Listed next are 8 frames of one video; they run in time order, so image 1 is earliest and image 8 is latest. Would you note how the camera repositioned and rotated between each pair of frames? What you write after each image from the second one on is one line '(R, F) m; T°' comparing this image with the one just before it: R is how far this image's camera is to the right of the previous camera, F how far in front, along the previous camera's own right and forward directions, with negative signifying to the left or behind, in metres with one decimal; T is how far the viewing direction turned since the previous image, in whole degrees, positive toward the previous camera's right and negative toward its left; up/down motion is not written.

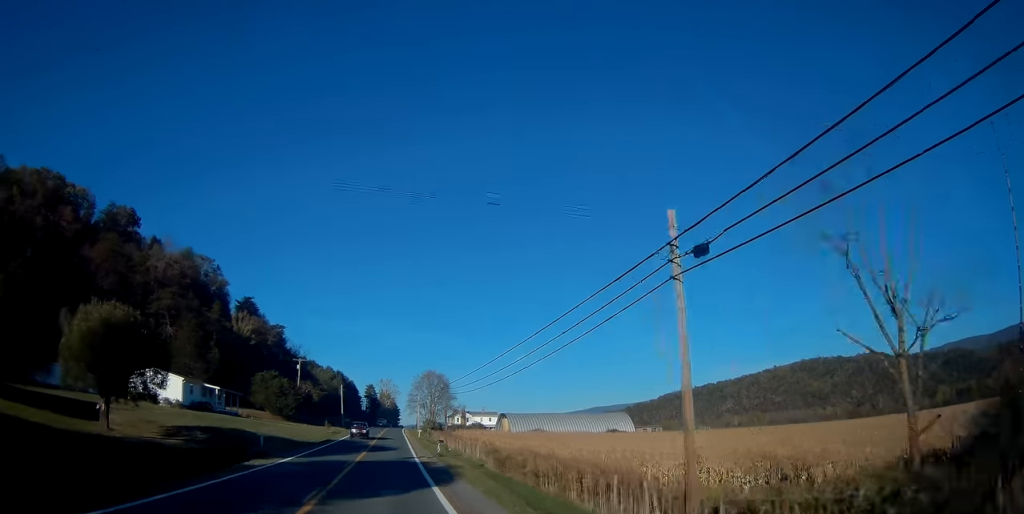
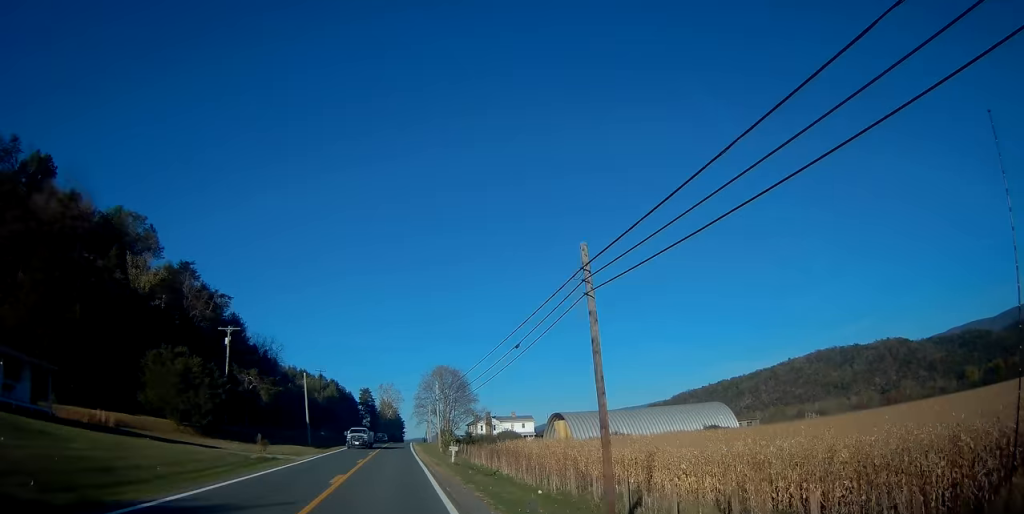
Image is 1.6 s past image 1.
(+0.2, +42.8) m; 0°
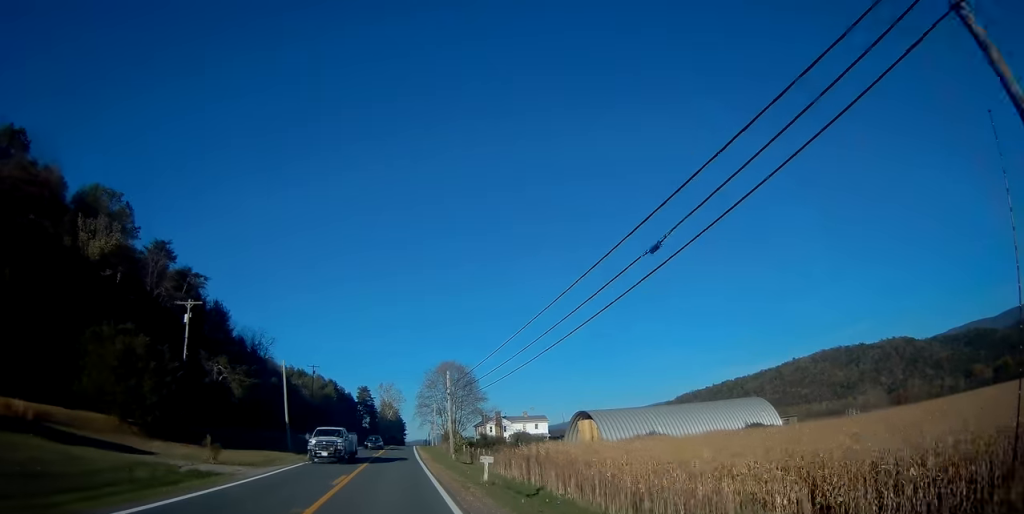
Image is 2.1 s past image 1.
(-0.1, +12.3) m; 0°
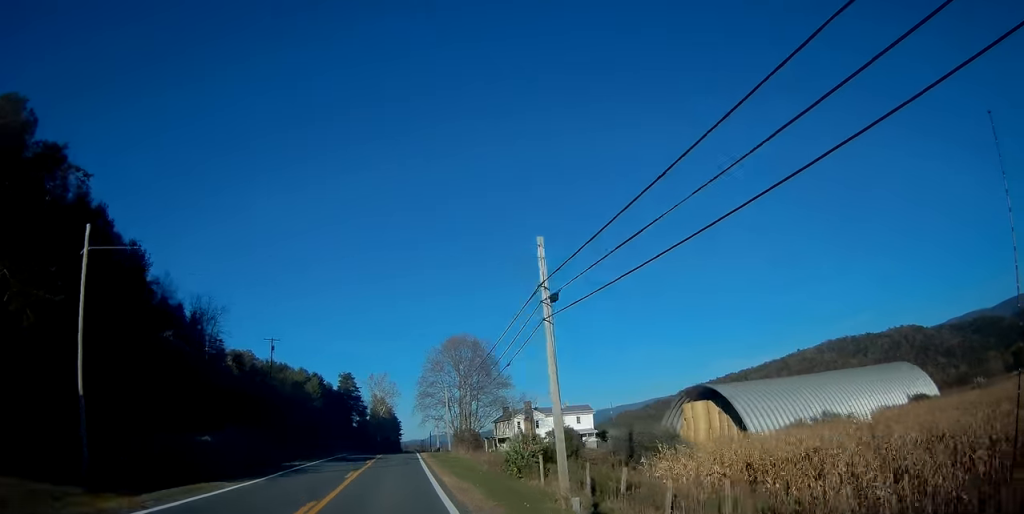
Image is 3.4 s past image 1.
(-0.1, +33.8) m; 0°
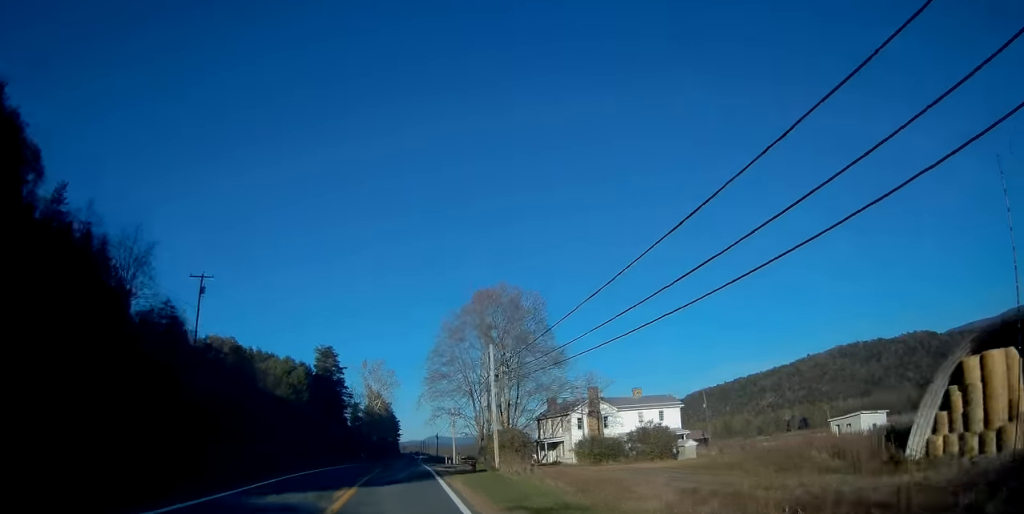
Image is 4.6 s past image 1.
(+0.3, +30.9) m; 0°
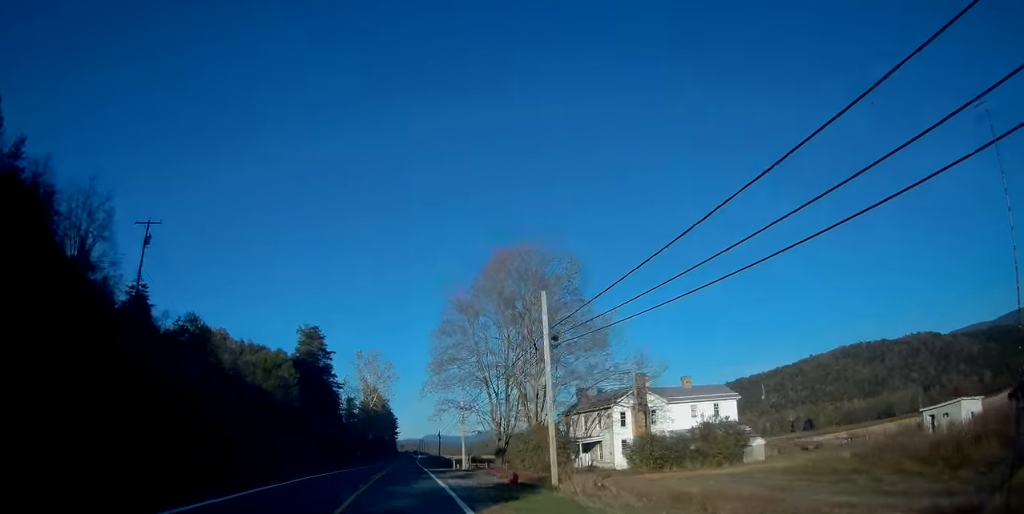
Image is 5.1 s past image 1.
(-0.1, +12.4) m; 0°
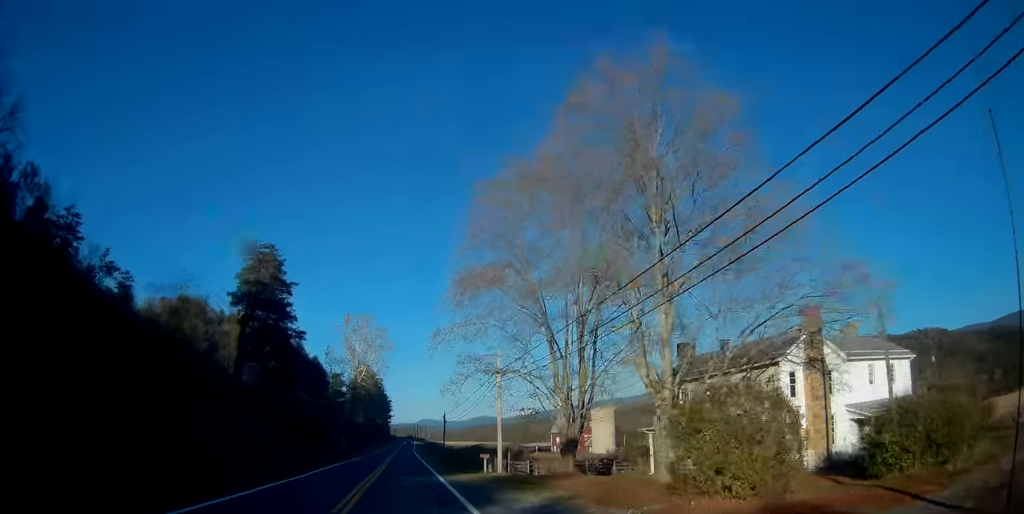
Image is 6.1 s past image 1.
(0.0, +23.1) m; 0°
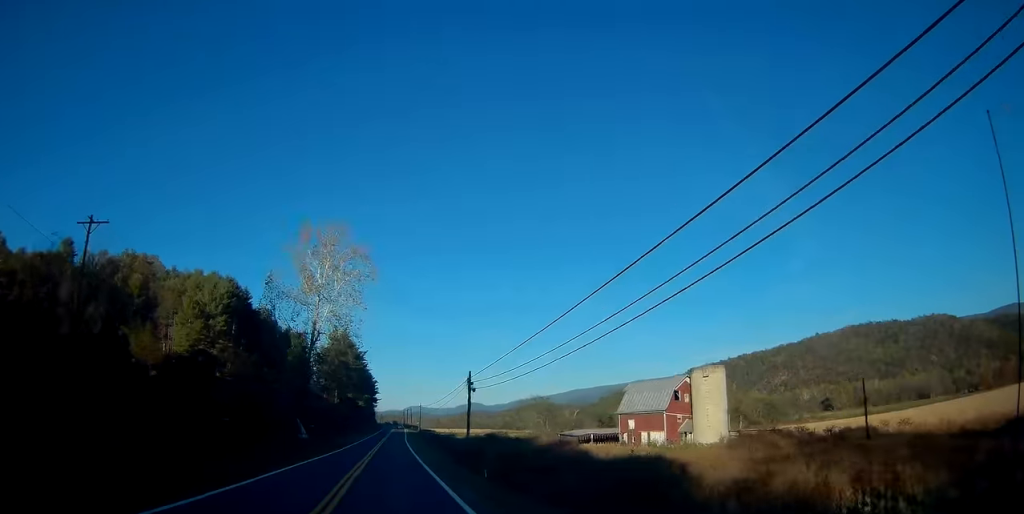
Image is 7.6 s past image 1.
(+0.5, +39.1) m; +2°
